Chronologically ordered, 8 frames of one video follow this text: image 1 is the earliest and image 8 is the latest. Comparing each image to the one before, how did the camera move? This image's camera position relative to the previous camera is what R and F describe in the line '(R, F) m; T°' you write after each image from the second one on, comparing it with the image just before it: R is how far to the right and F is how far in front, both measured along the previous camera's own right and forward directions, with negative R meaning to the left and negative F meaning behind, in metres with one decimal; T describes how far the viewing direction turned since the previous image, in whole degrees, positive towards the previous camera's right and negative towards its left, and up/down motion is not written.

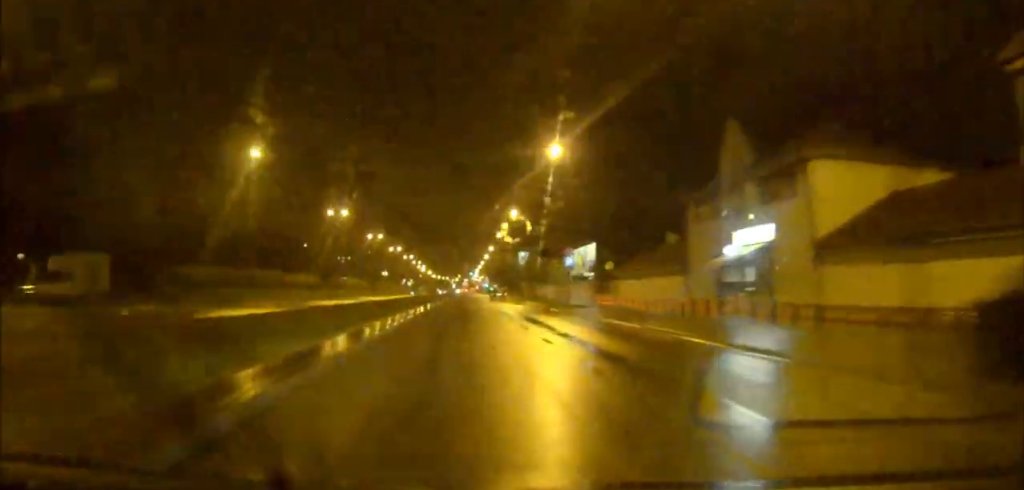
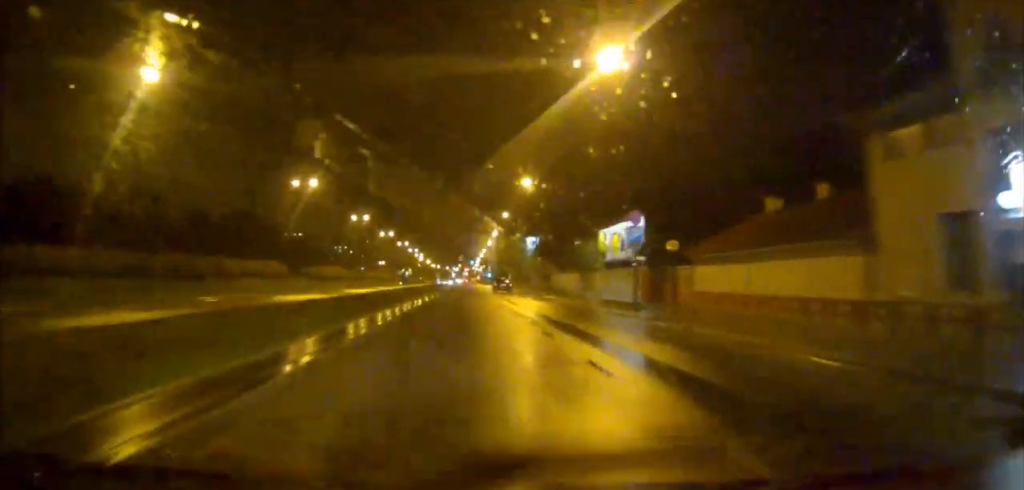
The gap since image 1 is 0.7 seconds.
(0.0, +18.3) m; 0°
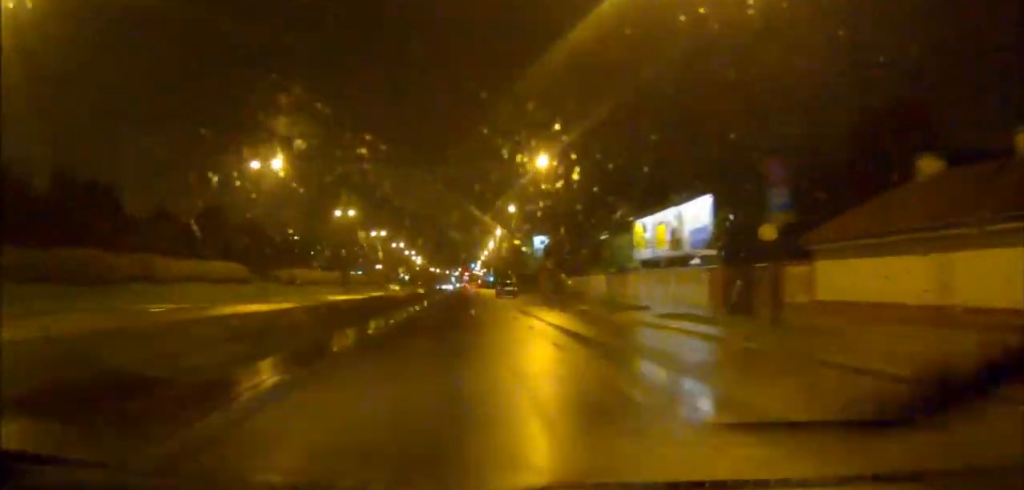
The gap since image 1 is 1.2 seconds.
(0.0, +13.8) m; 0°
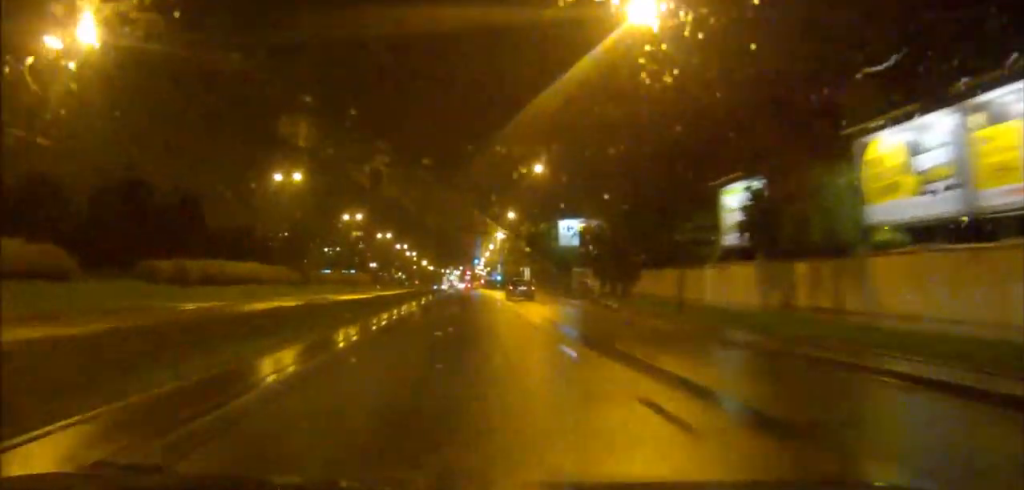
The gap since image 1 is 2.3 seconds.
(0.0, +31.2) m; 0°
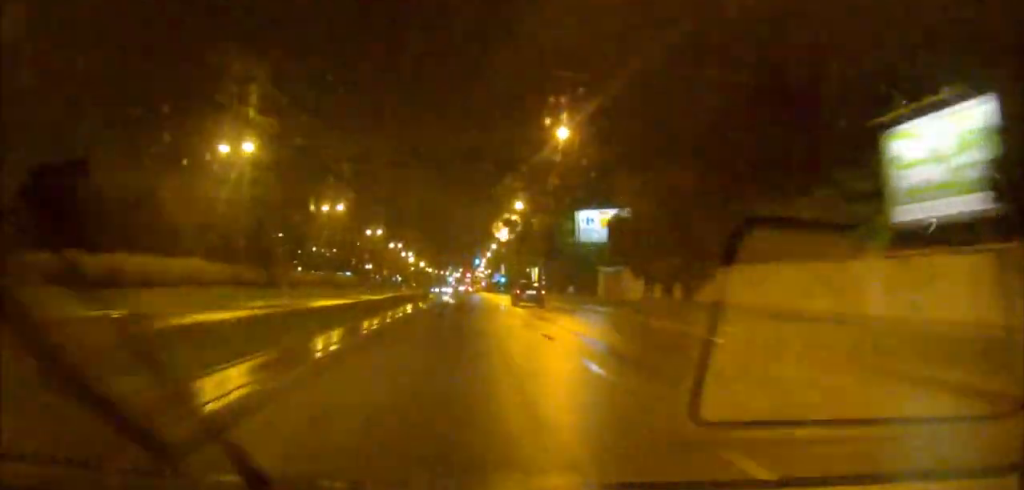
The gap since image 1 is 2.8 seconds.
(0.0, +14.7) m; 0°
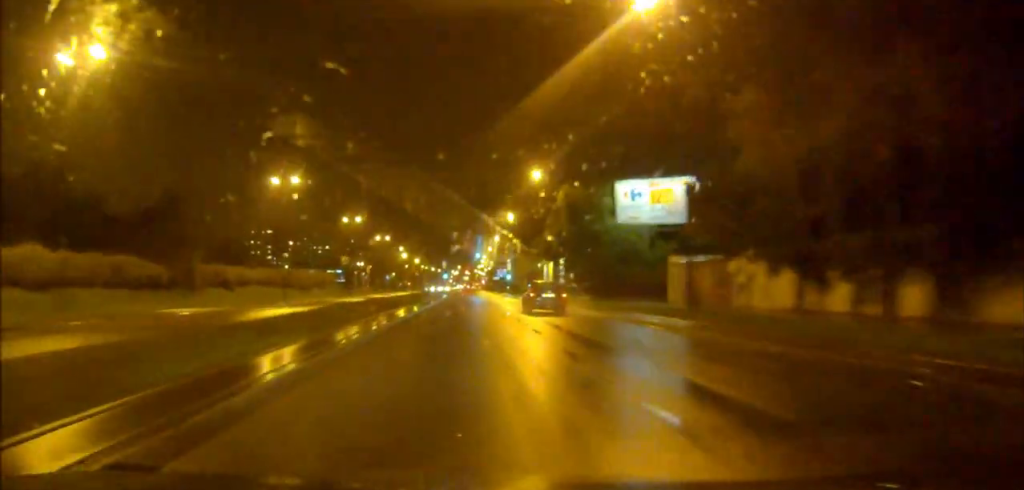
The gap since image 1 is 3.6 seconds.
(0.0, +21.7) m; 0°
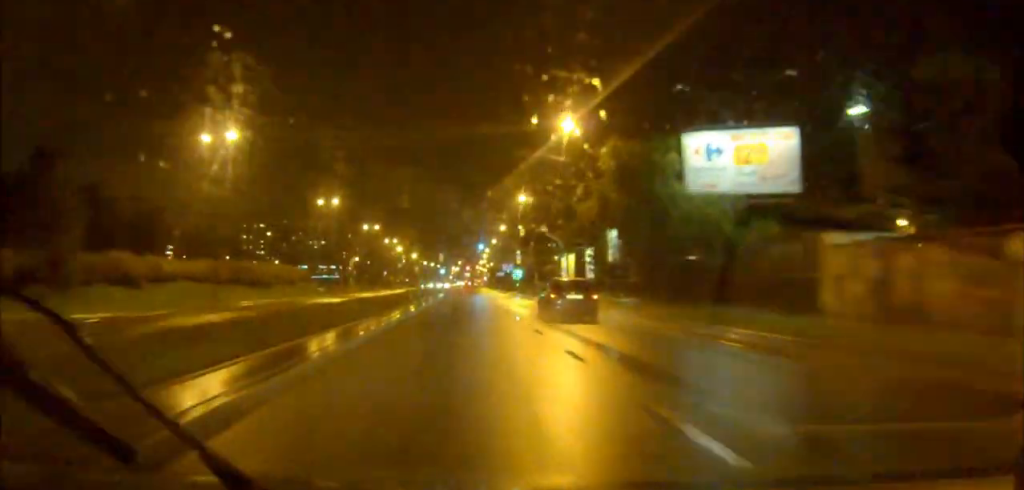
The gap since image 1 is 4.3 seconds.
(0.0, +17.7) m; 0°
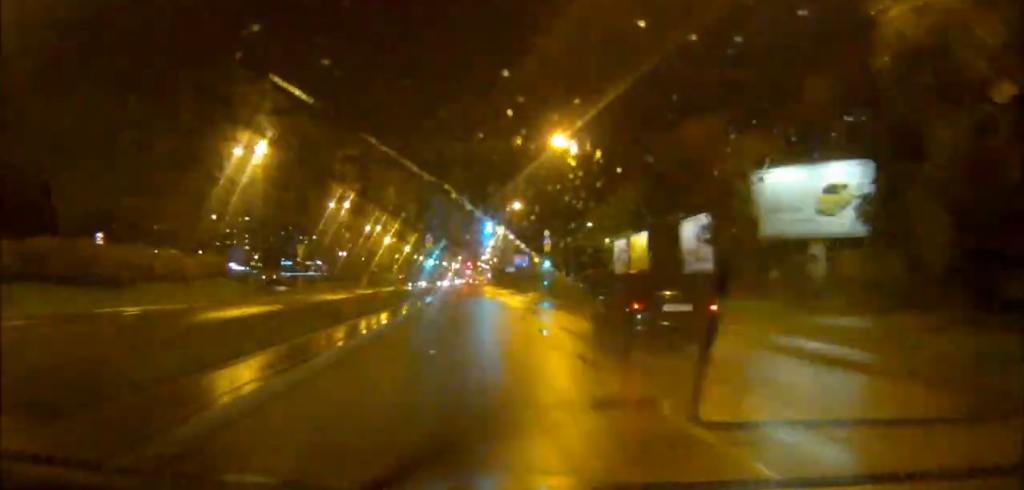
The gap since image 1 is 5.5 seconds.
(0.0, +30.3) m; 0°
